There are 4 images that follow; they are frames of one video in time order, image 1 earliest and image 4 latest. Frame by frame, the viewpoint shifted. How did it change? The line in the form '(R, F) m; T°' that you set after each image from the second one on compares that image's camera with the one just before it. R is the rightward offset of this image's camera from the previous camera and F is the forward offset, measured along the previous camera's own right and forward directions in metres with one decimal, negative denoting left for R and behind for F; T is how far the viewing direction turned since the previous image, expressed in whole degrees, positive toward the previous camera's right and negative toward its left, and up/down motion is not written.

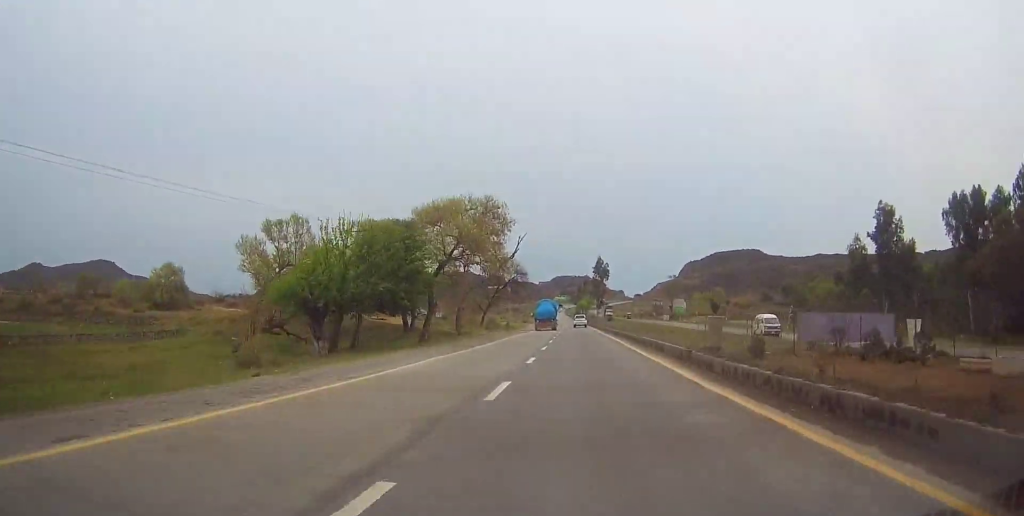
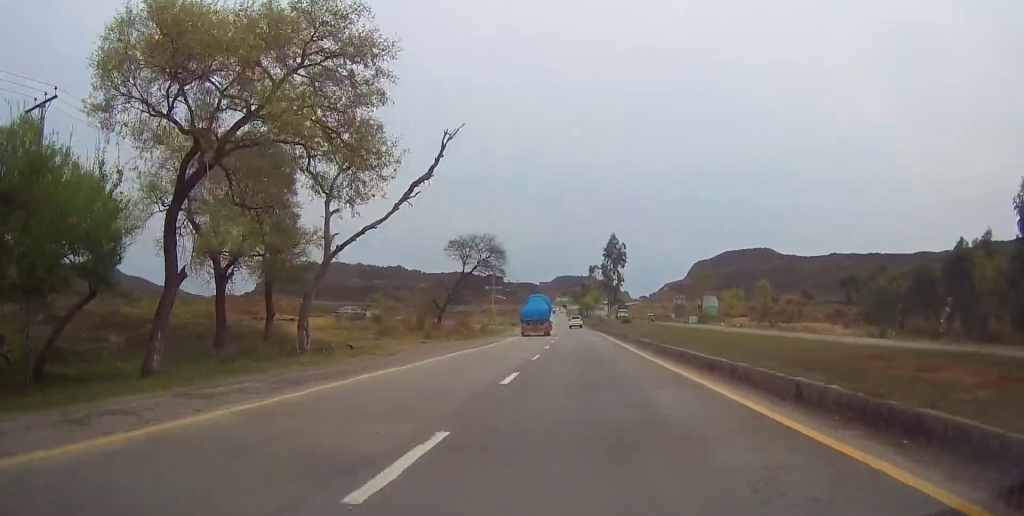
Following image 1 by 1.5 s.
(0.0, +33.9) m; -1°
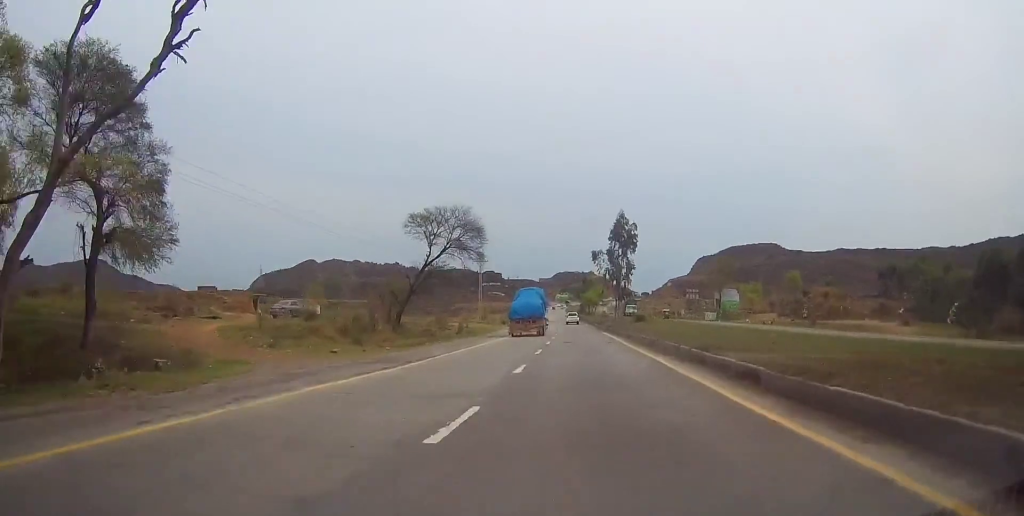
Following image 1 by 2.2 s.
(-0.1, +15.6) m; 0°
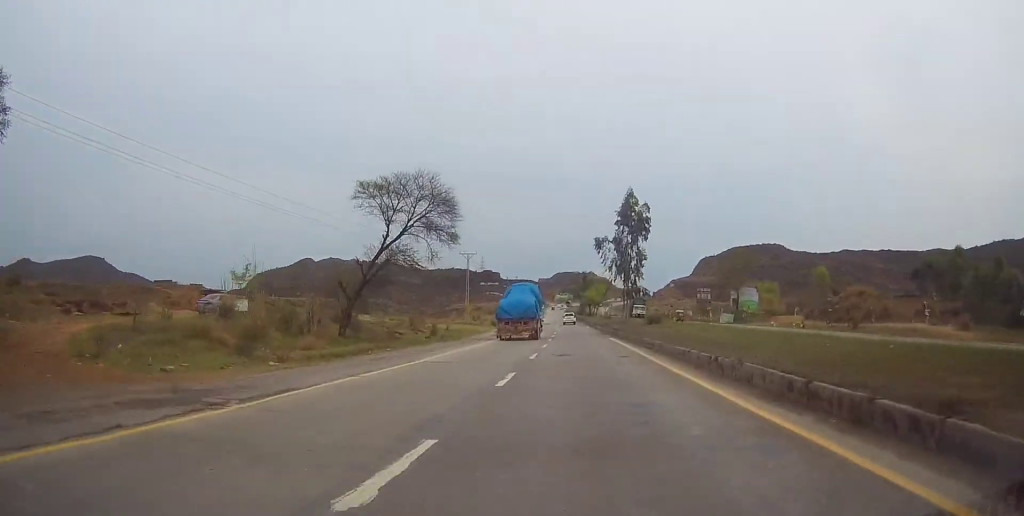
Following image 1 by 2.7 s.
(-0.2, +11.9) m; +1°
